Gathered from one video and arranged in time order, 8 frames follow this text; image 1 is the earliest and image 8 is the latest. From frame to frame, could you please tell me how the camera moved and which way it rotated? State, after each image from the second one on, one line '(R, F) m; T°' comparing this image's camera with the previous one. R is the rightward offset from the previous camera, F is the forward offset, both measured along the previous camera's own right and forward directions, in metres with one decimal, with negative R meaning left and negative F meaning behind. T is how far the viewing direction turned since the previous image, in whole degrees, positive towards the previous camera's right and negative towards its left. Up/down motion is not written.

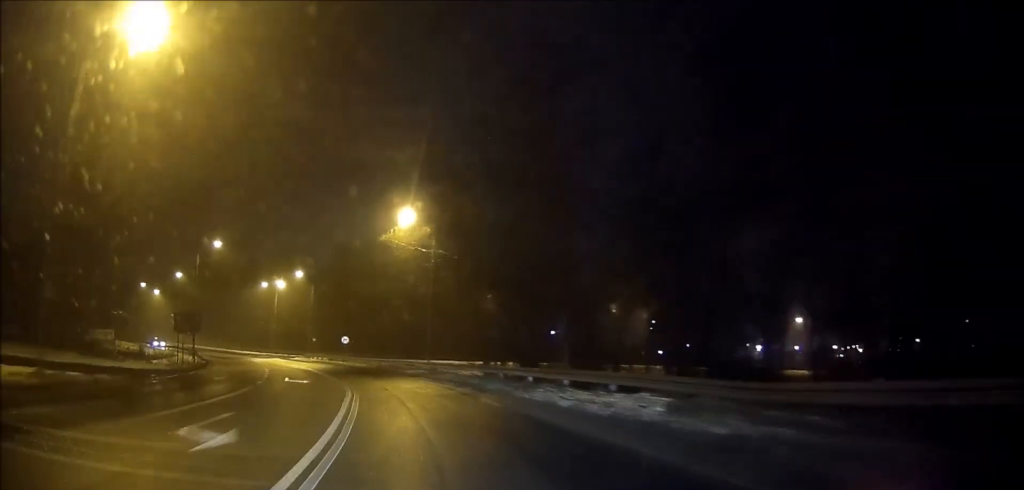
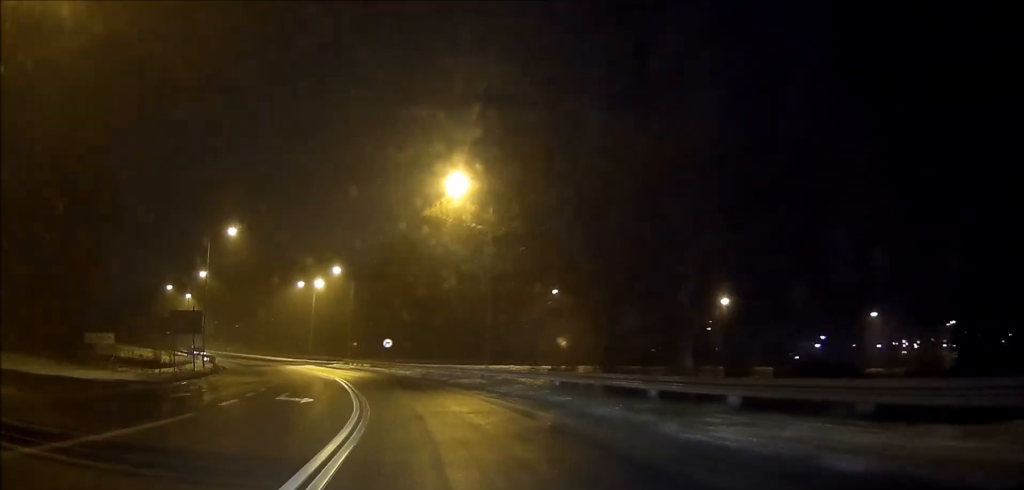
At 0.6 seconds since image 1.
(-0.2, +9.5) m; -3°
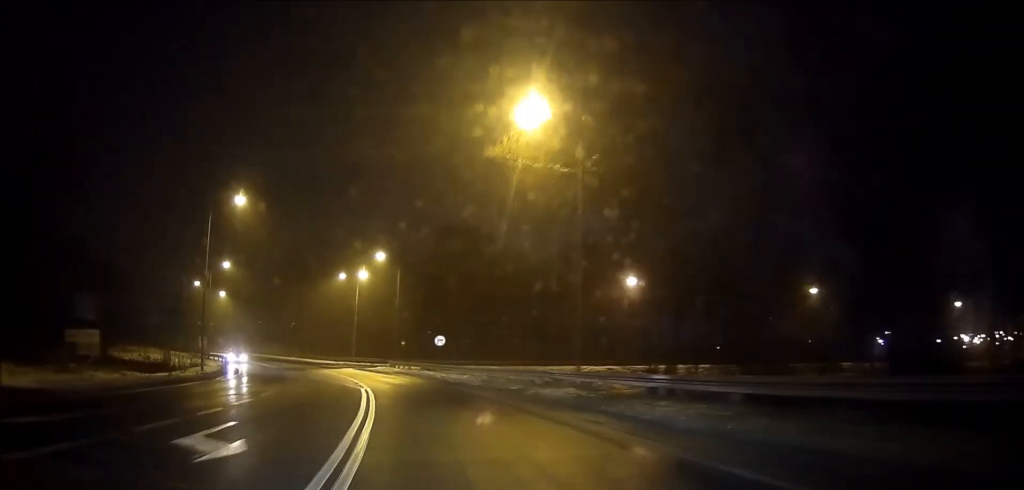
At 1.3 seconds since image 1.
(-0.5, +11.1) m; -5°
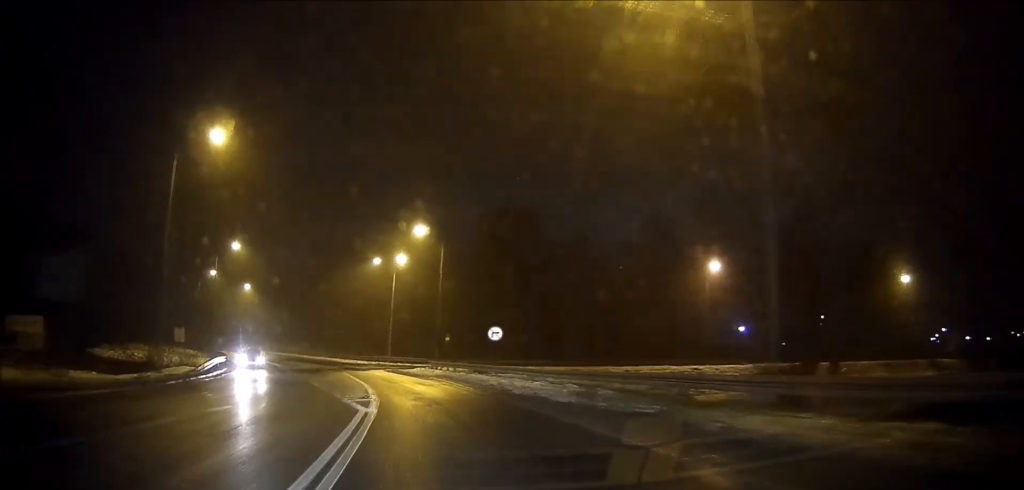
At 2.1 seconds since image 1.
(-0.6, +12.2) m; -5°
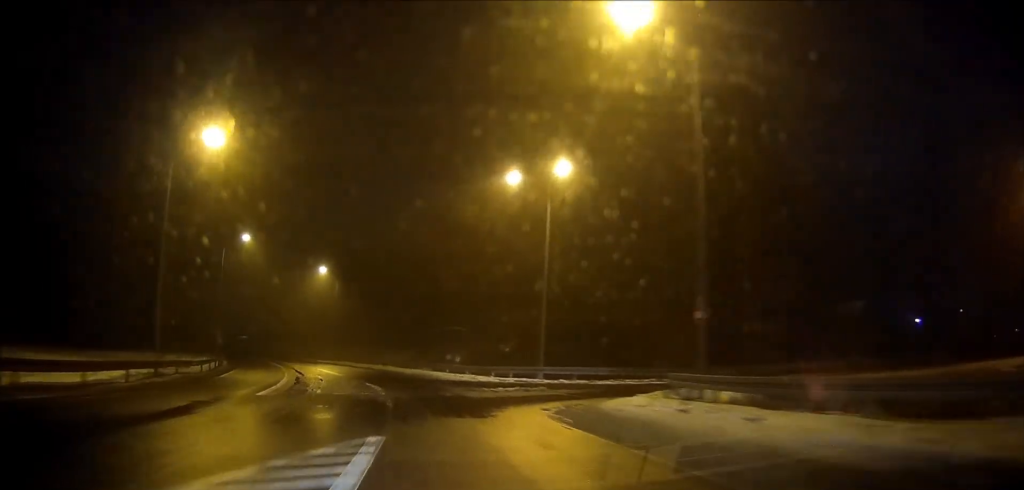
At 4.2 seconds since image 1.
(-2.8, +33.5) m; -10°
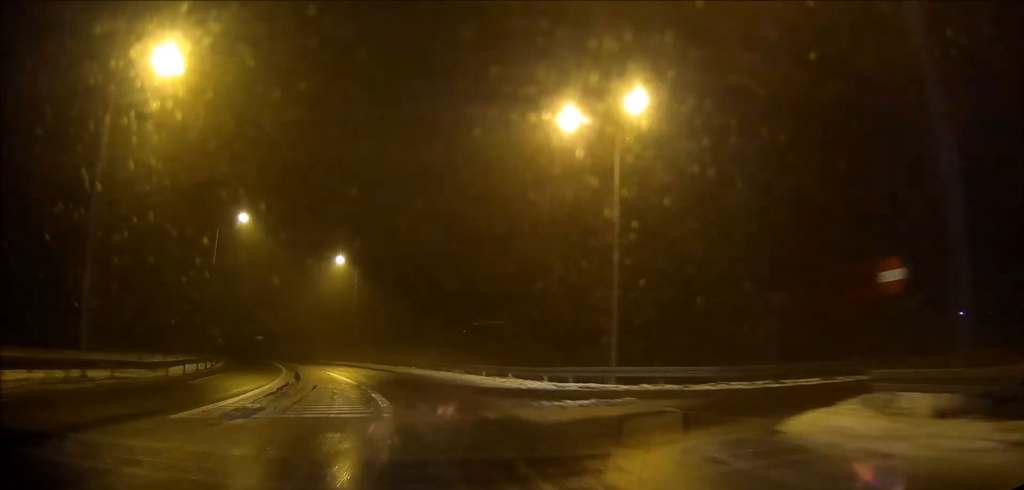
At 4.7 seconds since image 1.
(-0.3, +8.5) m; -4°
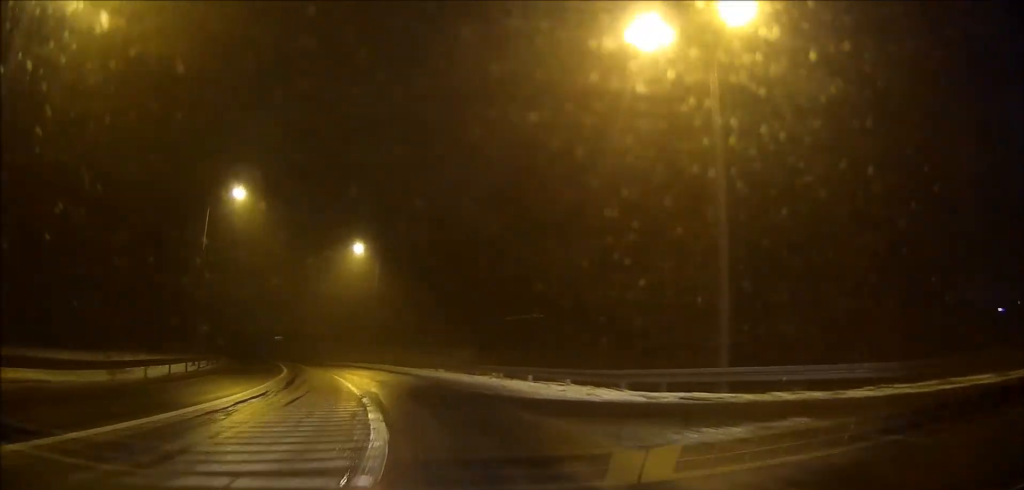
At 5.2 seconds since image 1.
(-0.3, +7.5) m; -3°
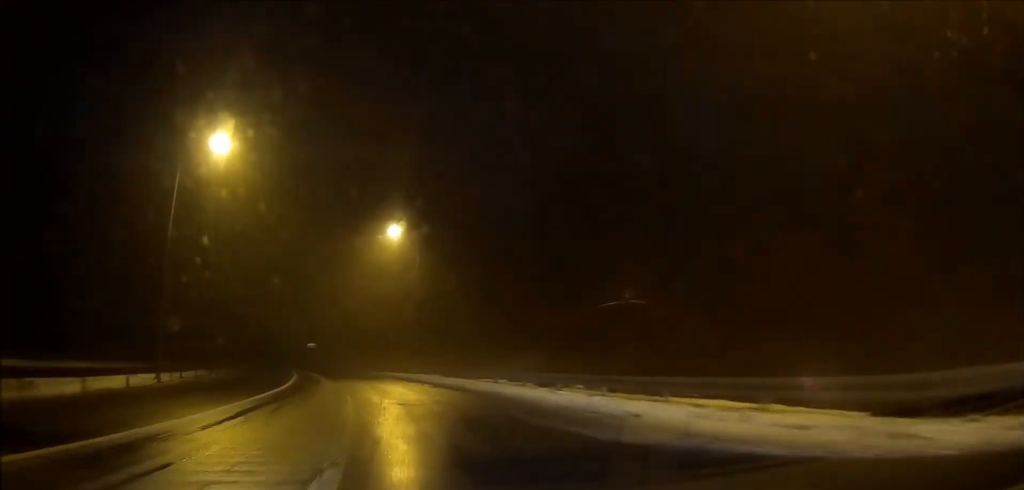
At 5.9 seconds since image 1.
(-0.2, +11.3) m; -4°
